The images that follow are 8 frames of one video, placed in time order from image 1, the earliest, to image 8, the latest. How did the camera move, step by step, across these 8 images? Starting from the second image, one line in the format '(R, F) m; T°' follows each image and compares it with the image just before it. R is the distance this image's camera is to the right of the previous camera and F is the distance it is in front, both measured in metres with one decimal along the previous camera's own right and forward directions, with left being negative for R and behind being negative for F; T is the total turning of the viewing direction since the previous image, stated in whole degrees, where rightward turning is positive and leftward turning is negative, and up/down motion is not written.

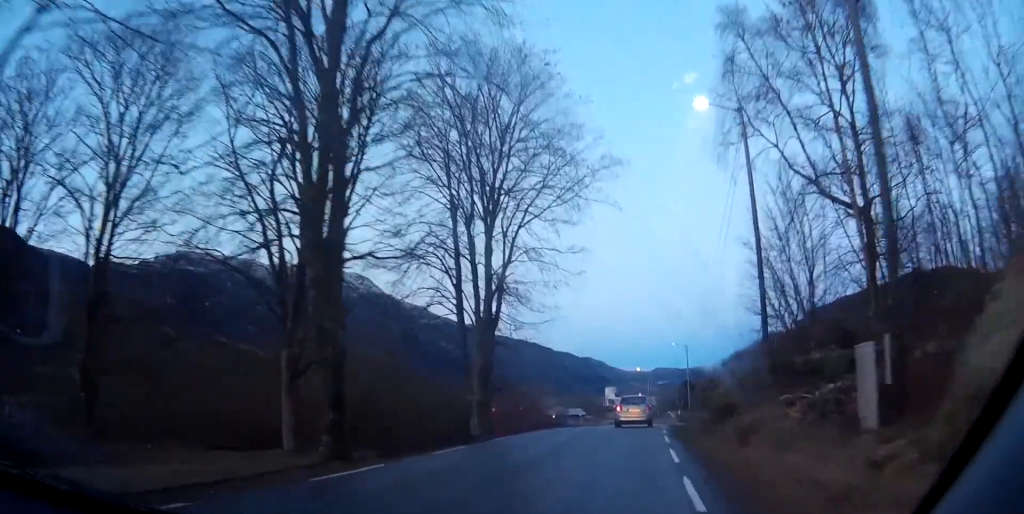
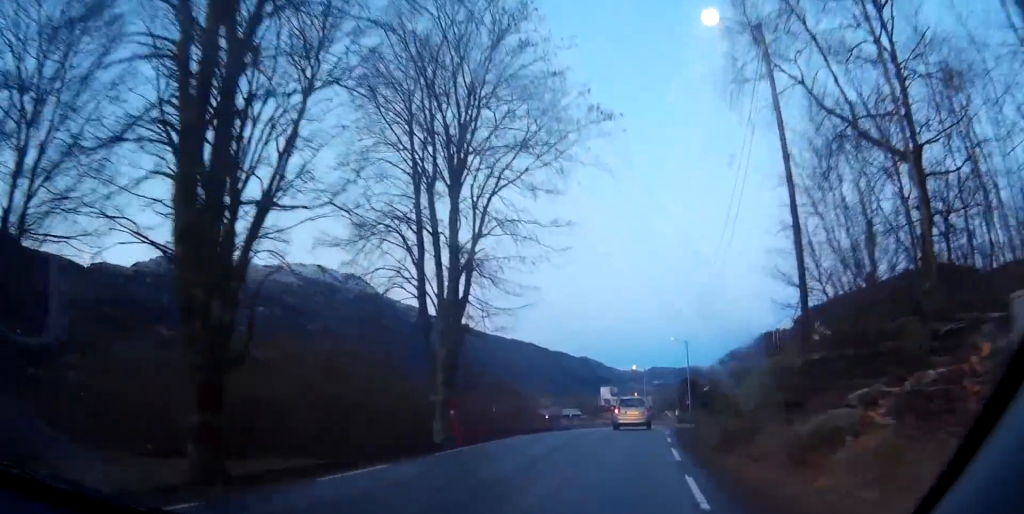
(+0.2, +5.7) m; 0°
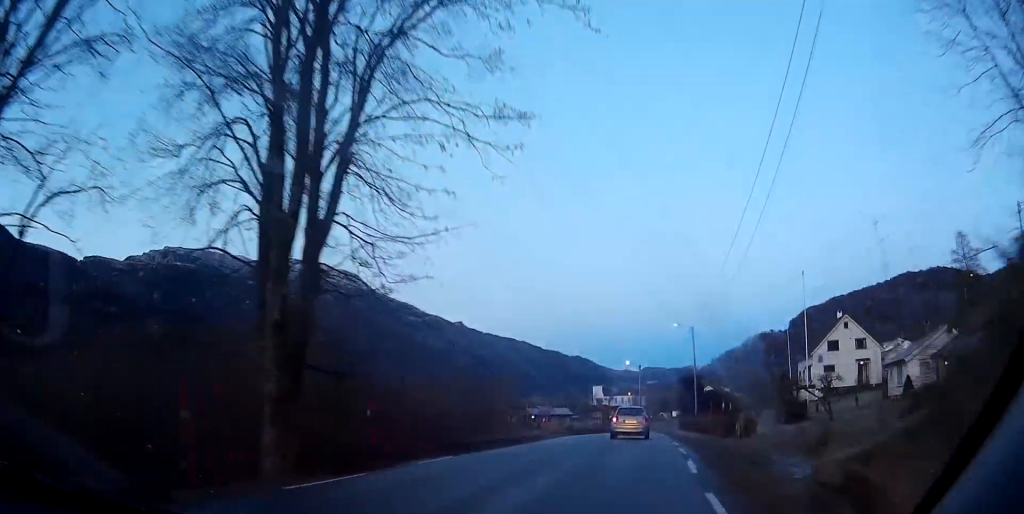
(-0.1, +12.9) m; -2°
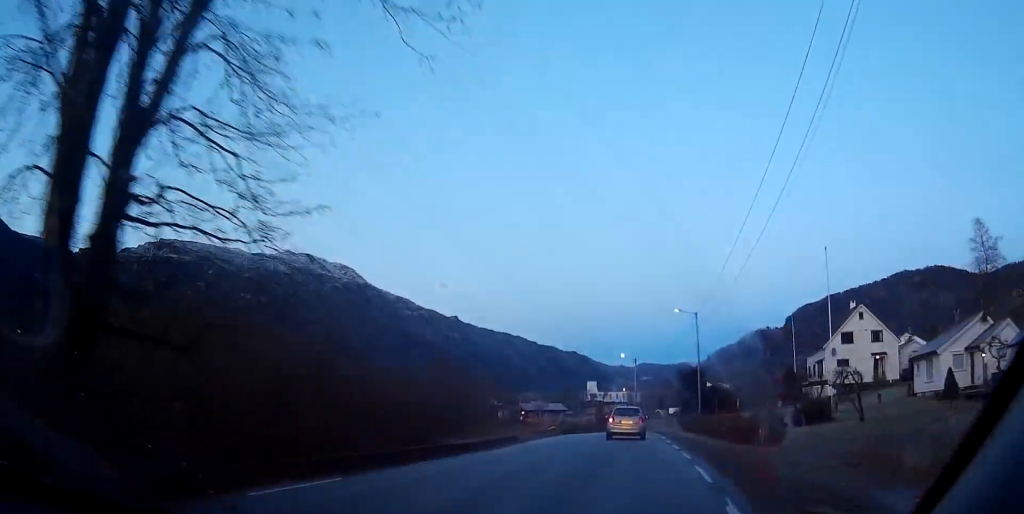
(-0.1, +6.8) m; -1°
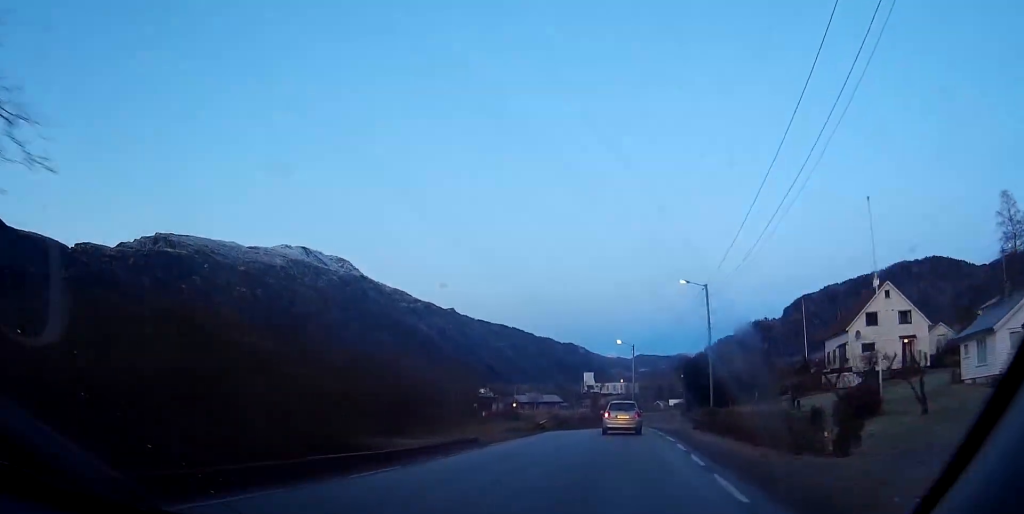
(-0.3, +8.5) m; +1°
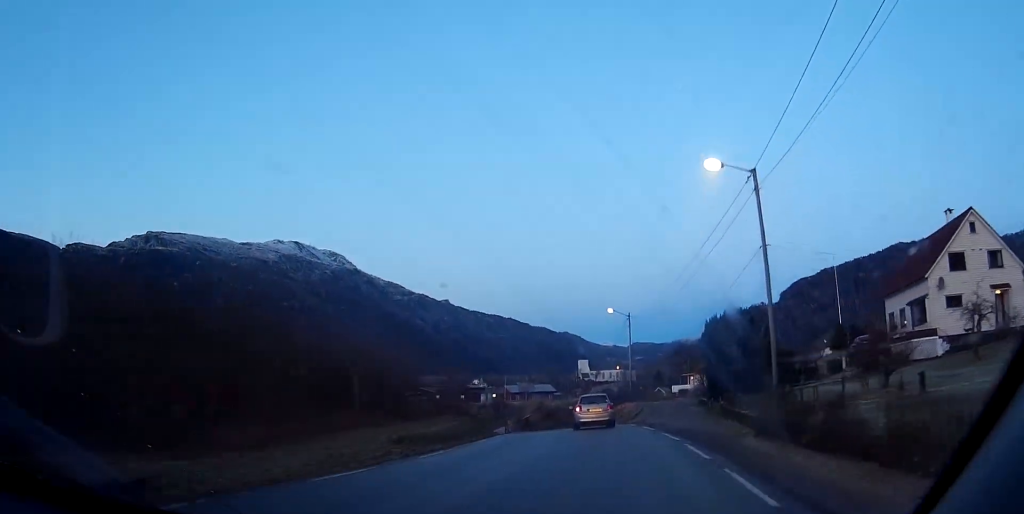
(+0.8, +18.6) m; +2°
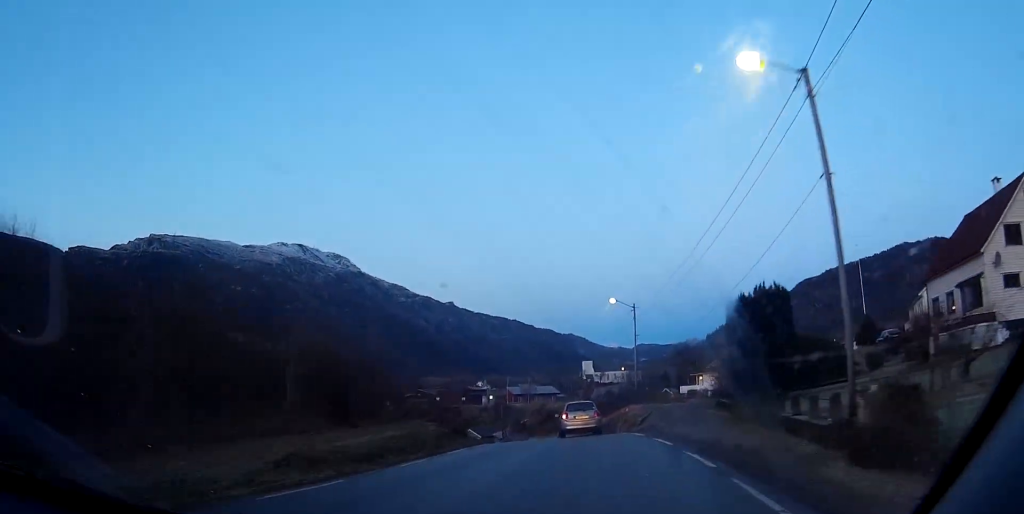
(+0.1, +7.4) m; -1°
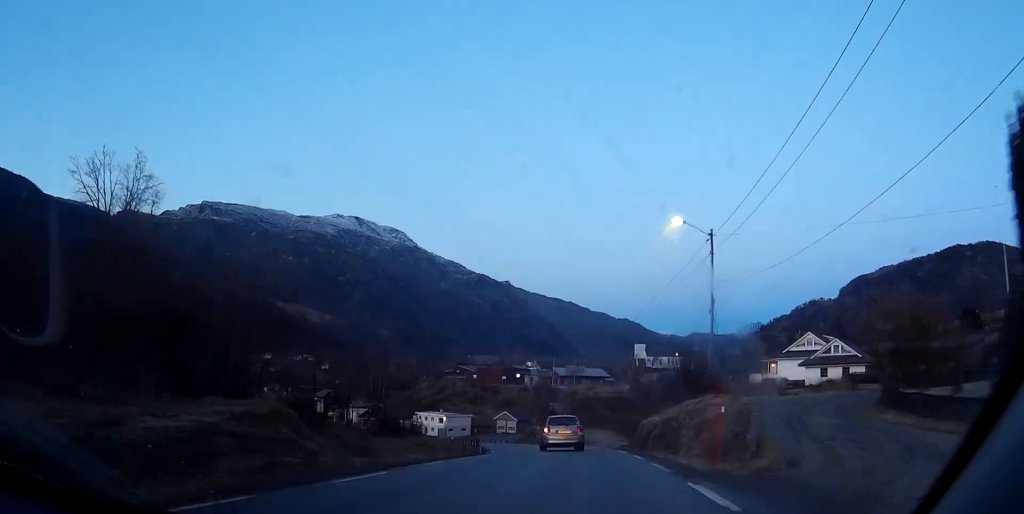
(-1.4, +22.3) m; -7°
